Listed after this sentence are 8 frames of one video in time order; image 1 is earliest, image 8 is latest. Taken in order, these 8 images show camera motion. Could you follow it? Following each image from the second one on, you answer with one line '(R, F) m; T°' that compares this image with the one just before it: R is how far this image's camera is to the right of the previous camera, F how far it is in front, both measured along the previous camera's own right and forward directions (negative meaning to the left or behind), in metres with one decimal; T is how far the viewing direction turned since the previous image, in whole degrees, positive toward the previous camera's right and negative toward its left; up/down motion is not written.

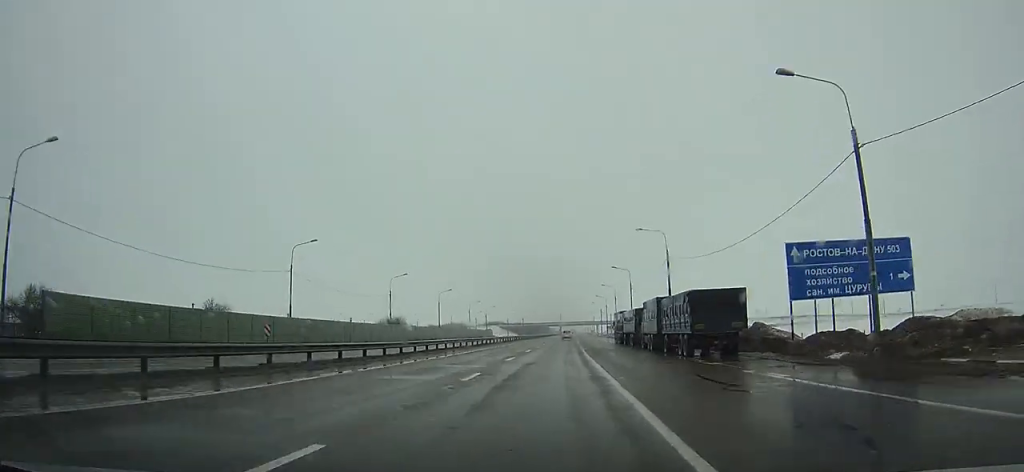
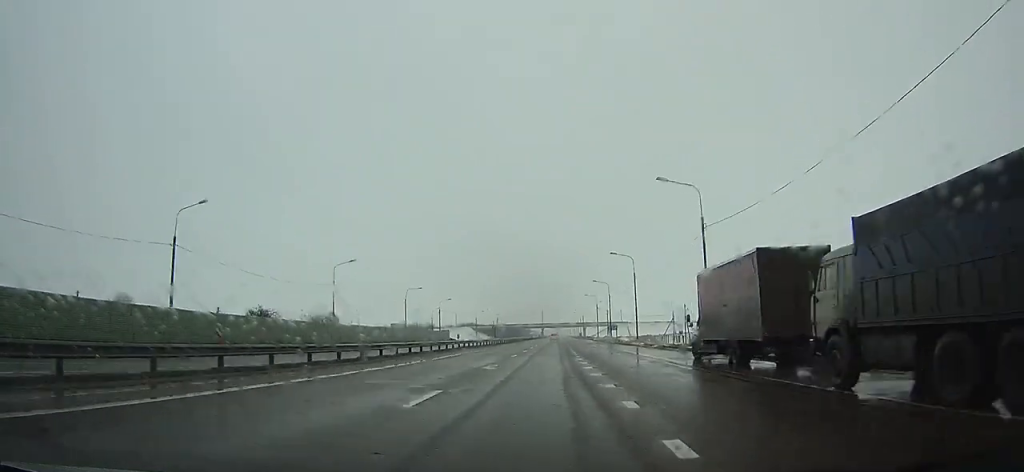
(+1.0, +56.0) m; +1°
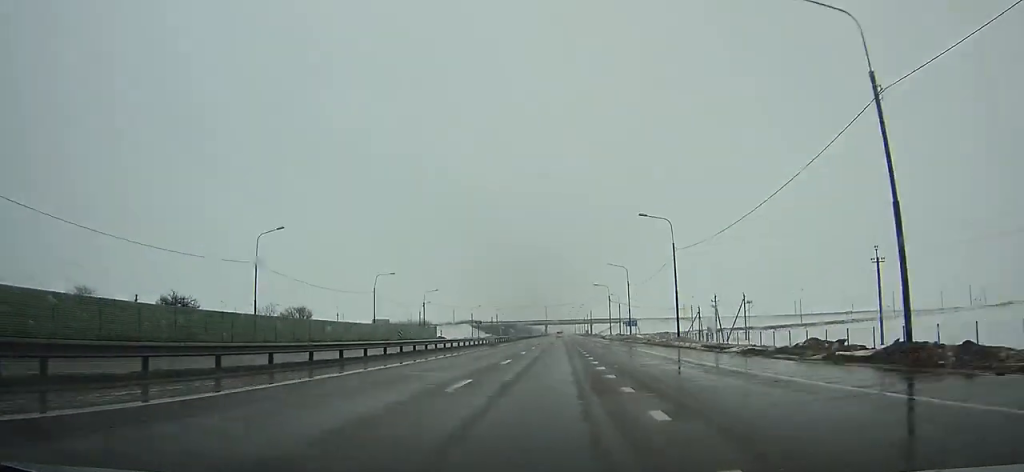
(-0.1, +22.3) m; 0°
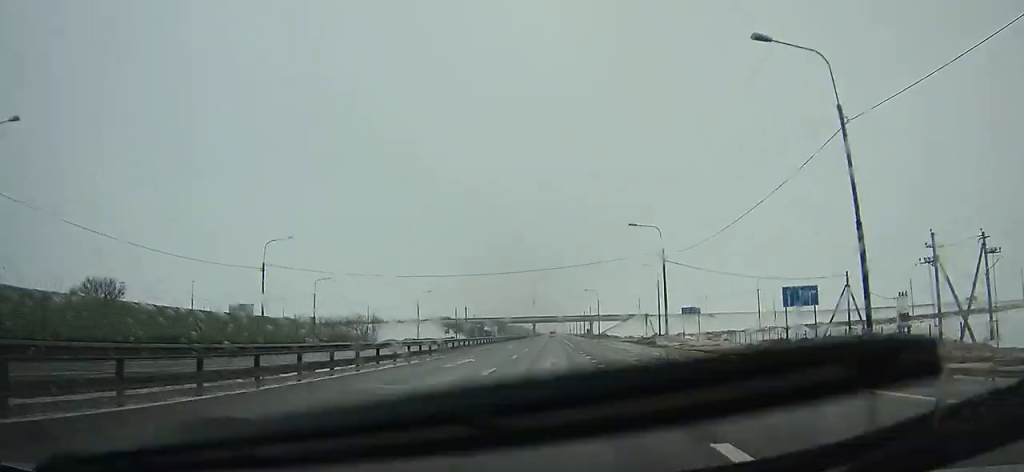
(+0.2, +69.6) m; 0°
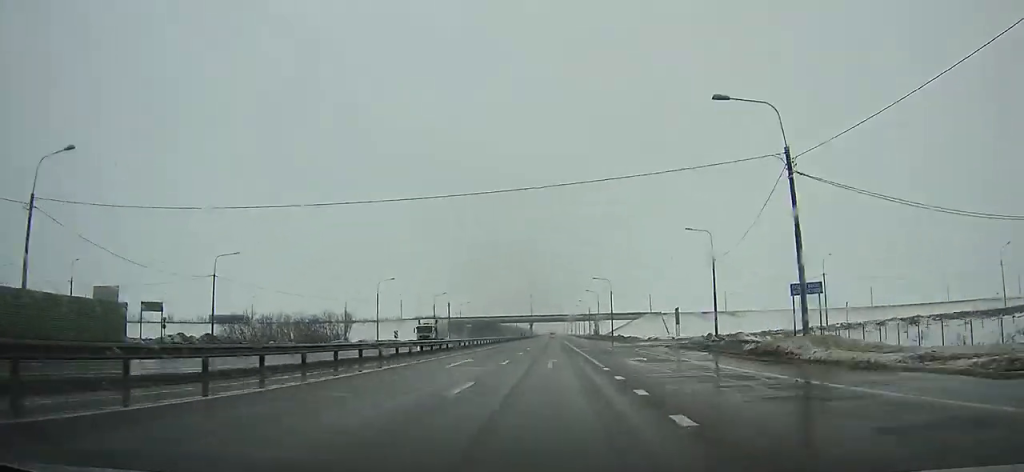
(+0.1, +29.9) m; 0°
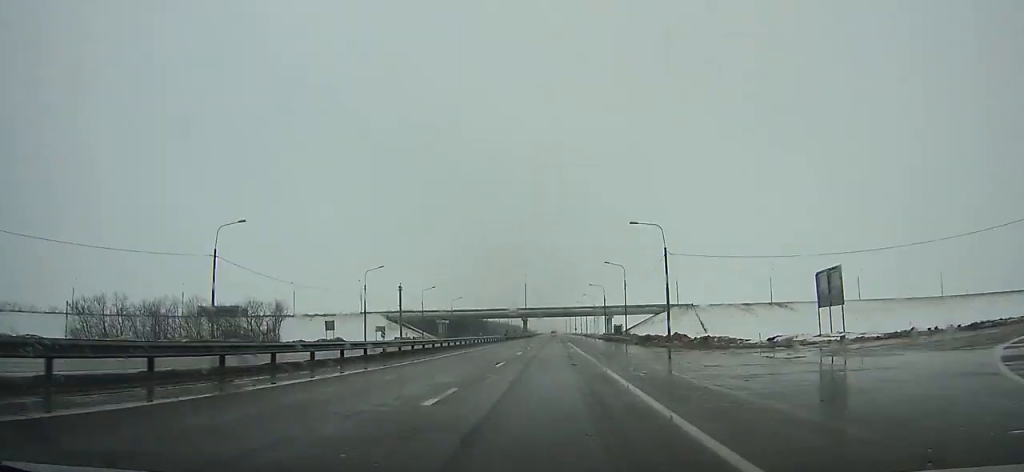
(+0.1, +51.0) m; 0°
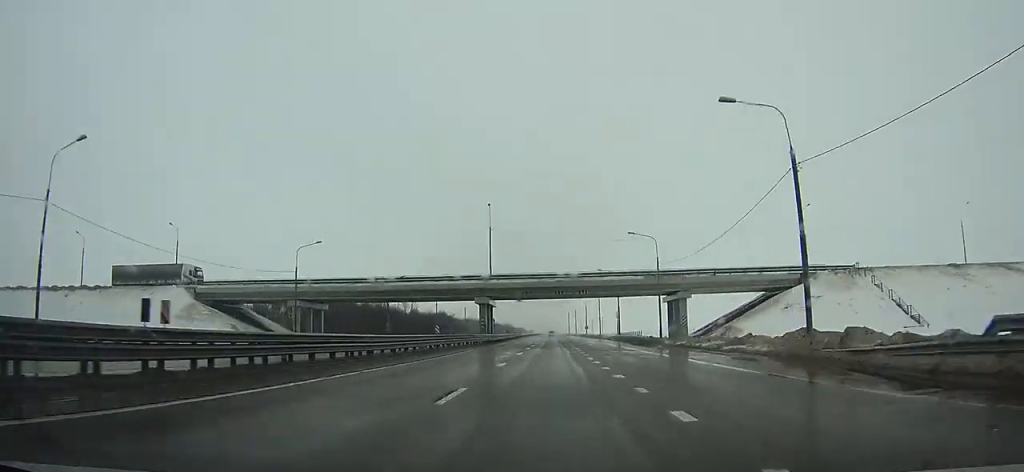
(-0.5, +98.1) m; 0°
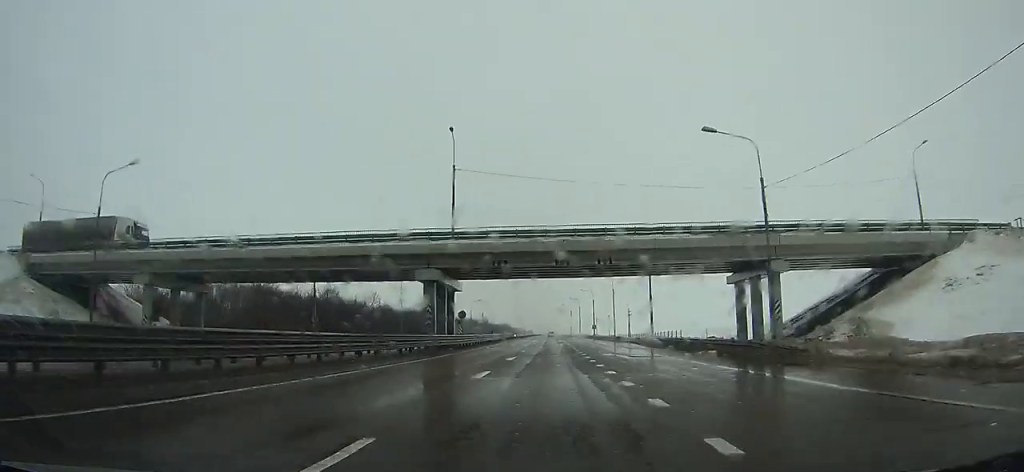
(0.0, +31.0) m; 0°
